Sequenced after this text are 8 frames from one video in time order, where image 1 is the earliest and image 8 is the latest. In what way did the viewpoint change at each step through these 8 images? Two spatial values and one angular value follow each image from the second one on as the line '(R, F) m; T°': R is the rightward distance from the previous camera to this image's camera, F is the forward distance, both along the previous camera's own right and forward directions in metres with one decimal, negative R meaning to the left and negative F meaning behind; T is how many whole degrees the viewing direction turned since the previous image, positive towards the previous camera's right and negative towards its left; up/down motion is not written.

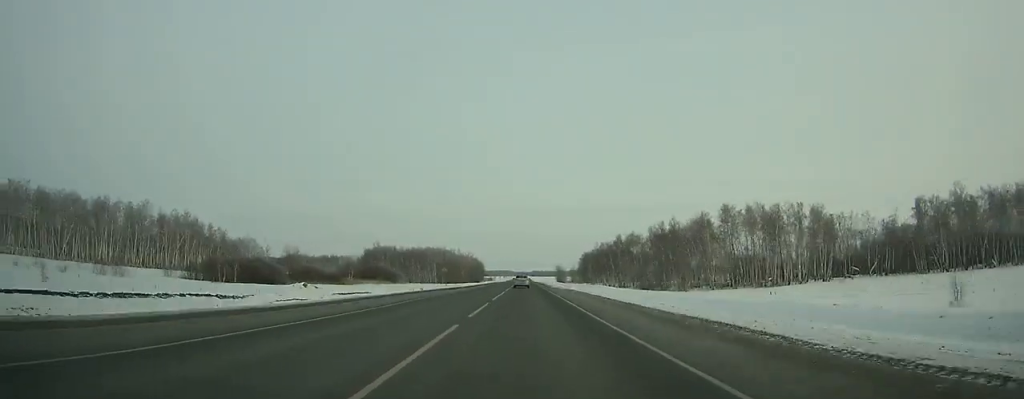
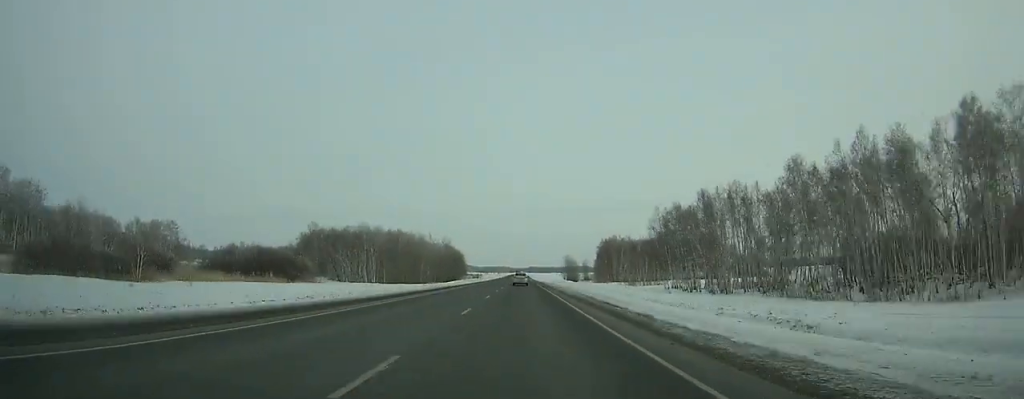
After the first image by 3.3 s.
(0.0, +90.9) m; 0°
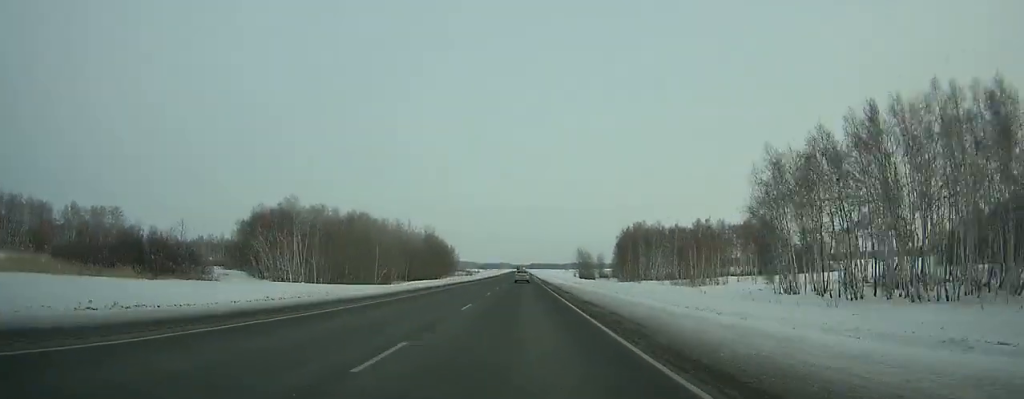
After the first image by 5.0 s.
(0.0, +47.4) m; 0°
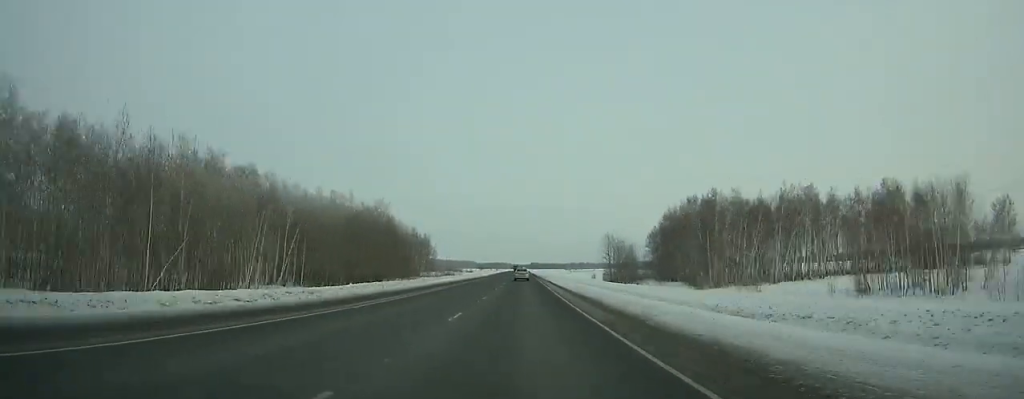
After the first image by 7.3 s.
(-0.1, +64.8) m; 0°
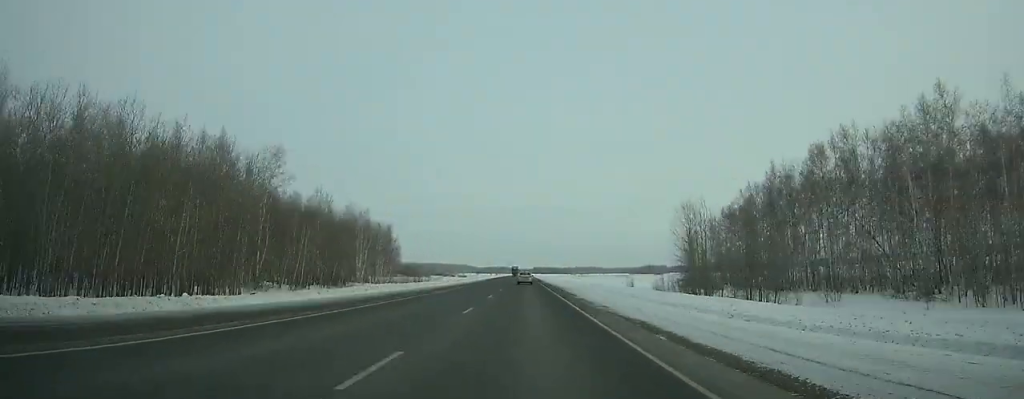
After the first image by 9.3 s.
(0.0, +56.8) m; 0°
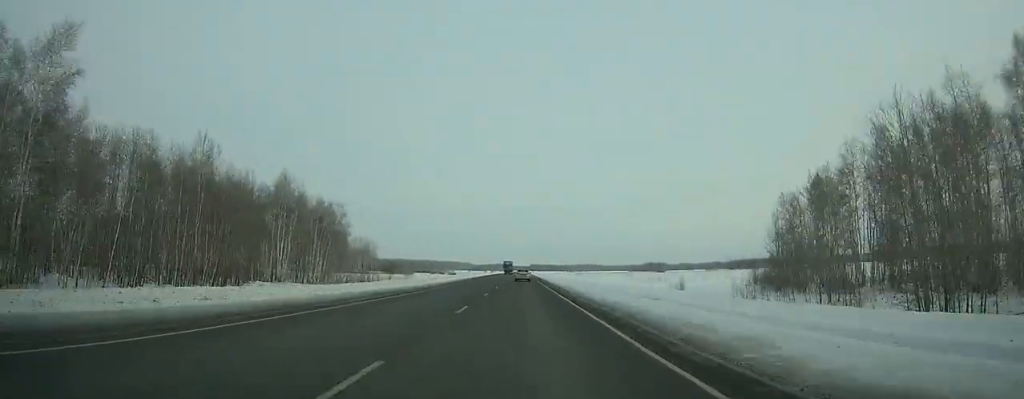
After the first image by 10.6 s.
(0.0, +37.0) m; 0°
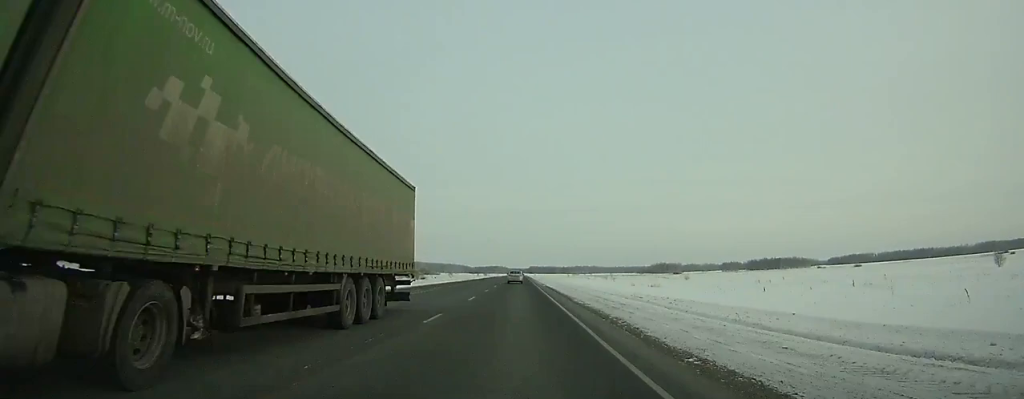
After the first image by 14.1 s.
(0.0, +99.8) m; 0°
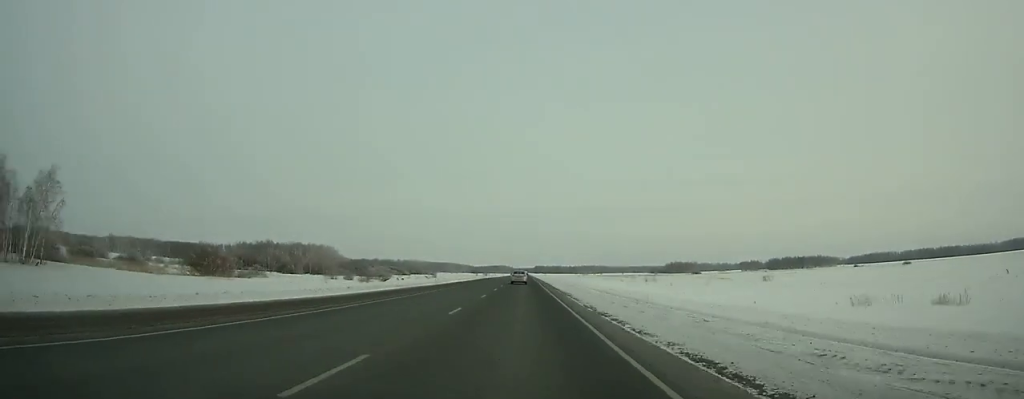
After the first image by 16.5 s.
(-0.1, +68.1) m; 0°
